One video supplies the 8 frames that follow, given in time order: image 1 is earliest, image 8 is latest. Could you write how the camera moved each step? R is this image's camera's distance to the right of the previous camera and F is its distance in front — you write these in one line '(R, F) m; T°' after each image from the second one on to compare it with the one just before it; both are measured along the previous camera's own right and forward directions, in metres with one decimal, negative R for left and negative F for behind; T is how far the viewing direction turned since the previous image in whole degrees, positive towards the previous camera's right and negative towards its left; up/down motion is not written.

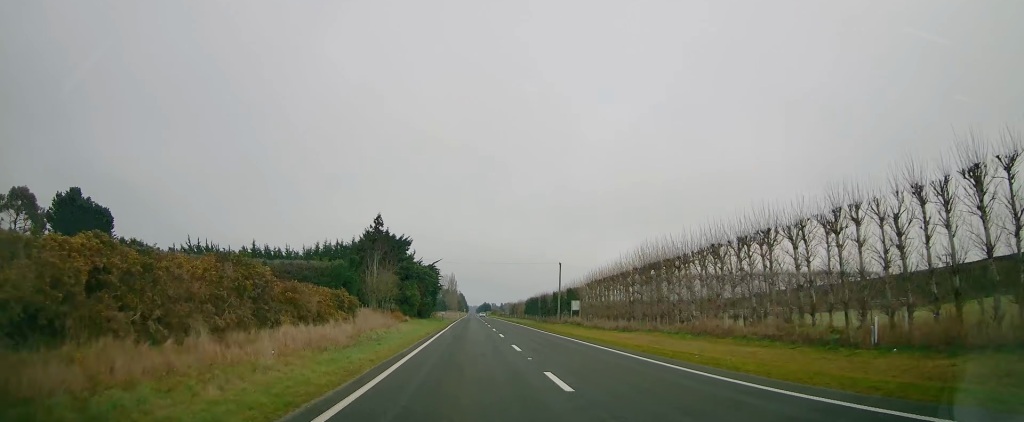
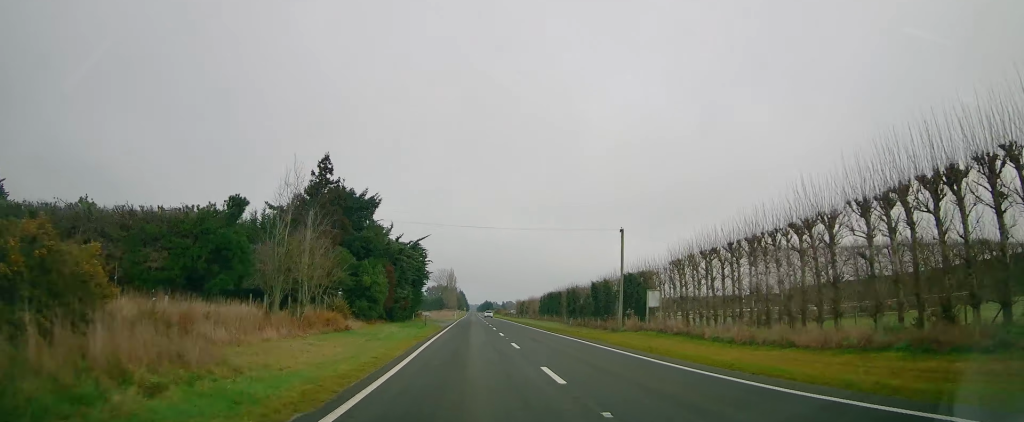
(-0.3, +28.9) m; -1°
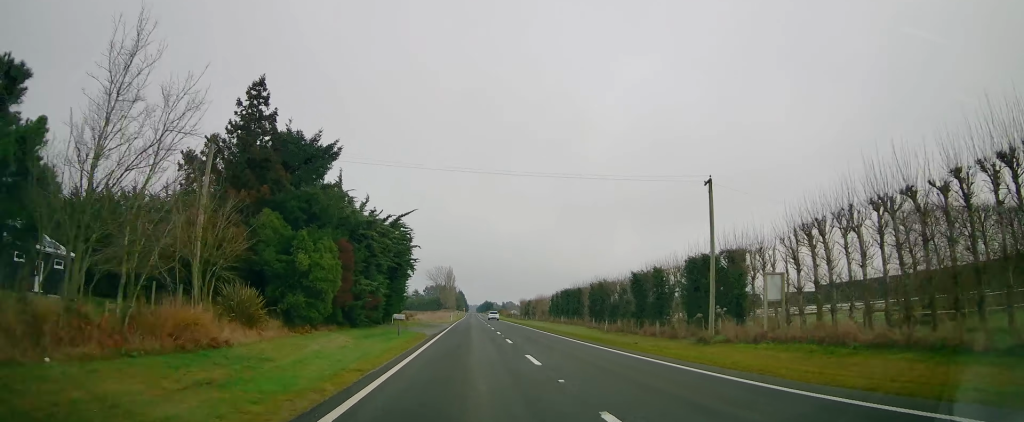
(-0.1, +16.3) m; 0°
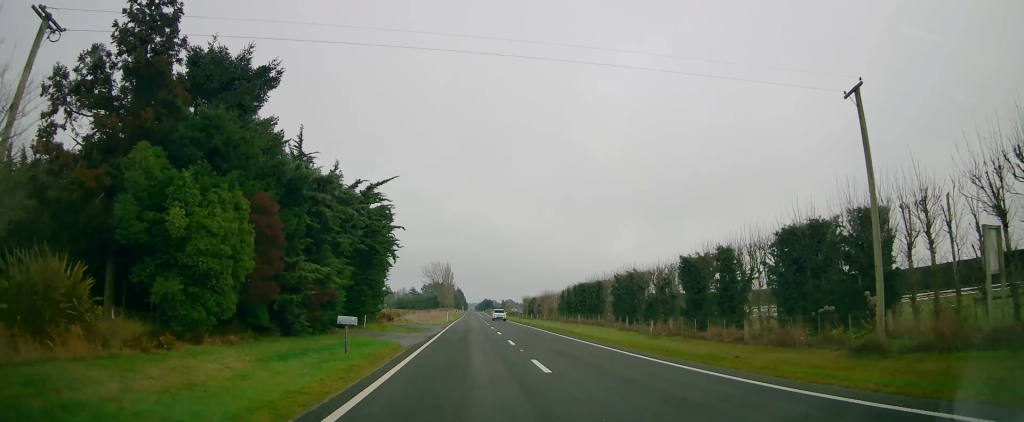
(+0.1, +11.8) m; 0°
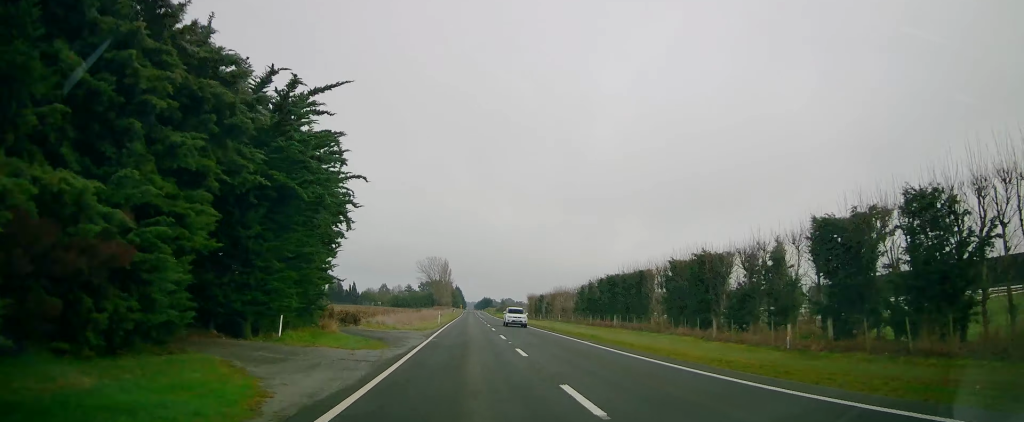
(+0.1, +15.4) m; 0°
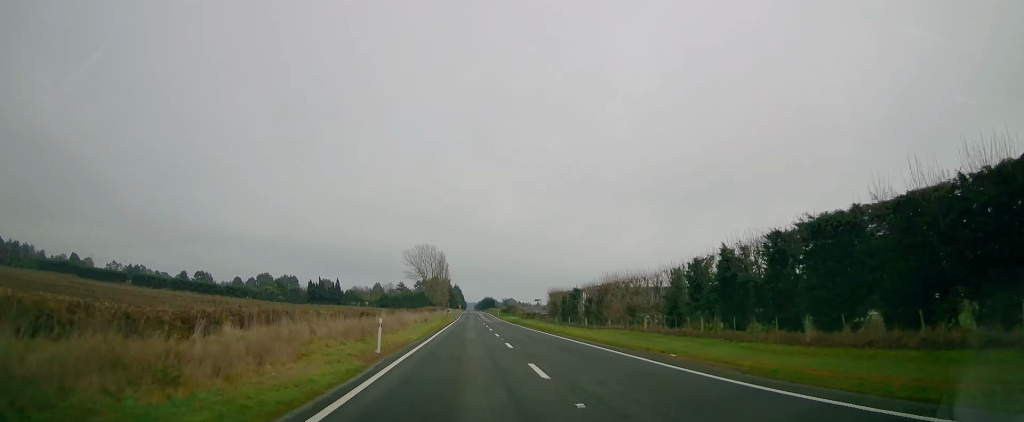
(0.0, +35.3) m; 0°
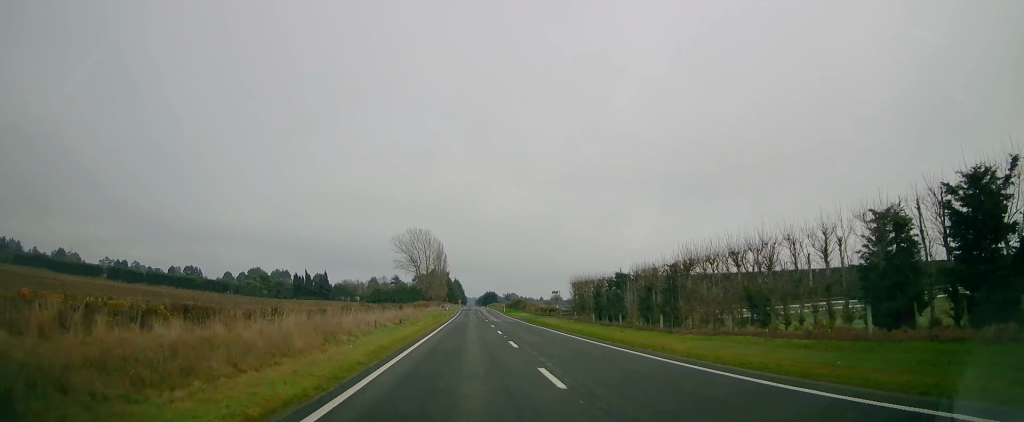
(0.0, +21.8) m; 0°
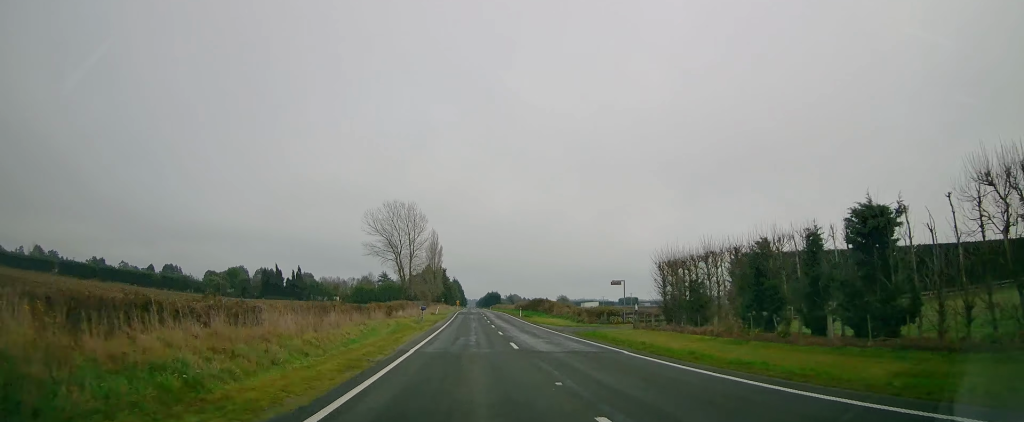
(0.0, +35.6) m; 0°
